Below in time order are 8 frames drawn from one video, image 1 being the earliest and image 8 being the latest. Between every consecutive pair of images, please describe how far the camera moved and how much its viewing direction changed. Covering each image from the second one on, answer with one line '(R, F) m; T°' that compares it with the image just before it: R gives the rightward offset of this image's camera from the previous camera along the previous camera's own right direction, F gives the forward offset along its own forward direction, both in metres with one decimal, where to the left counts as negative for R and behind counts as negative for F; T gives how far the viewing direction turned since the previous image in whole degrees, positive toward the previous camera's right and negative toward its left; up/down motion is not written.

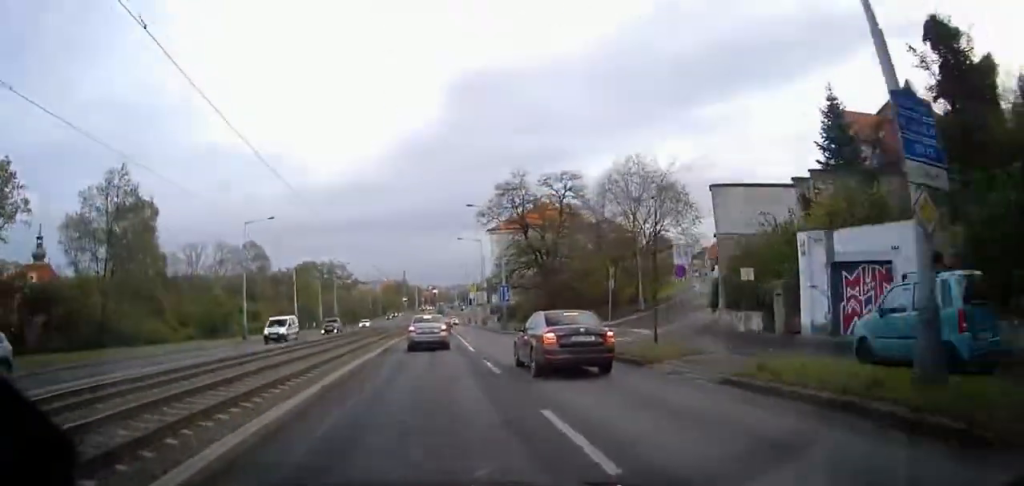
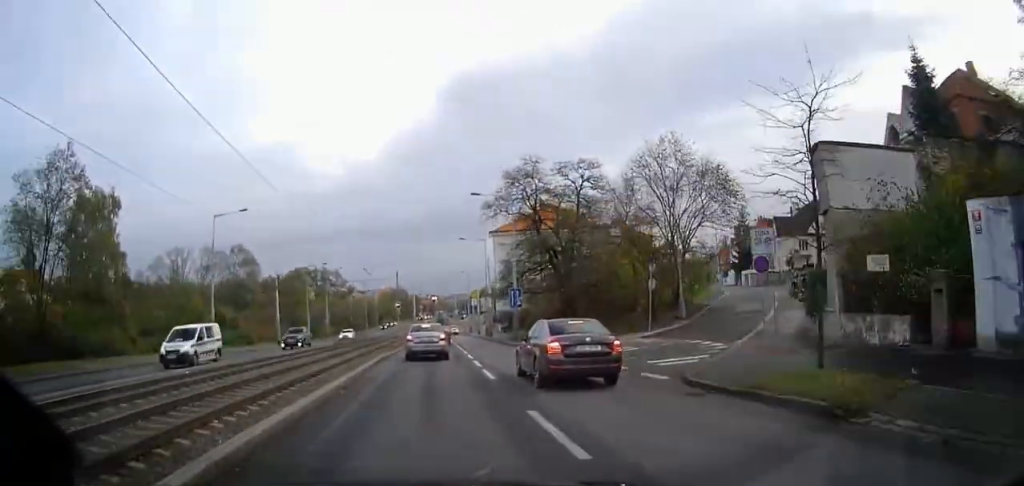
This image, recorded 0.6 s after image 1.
(0.0, +7.7) m; -1°
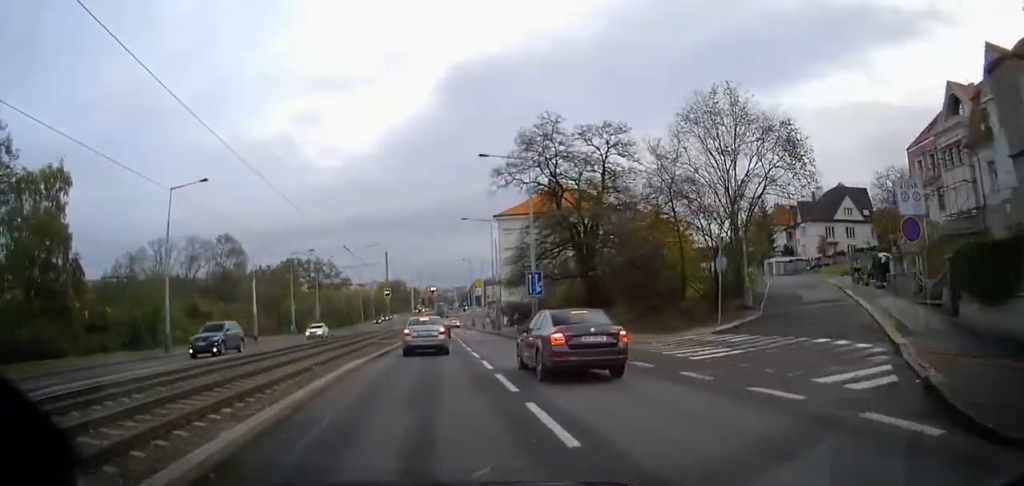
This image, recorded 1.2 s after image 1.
(0.0, +8.3) m; -1°
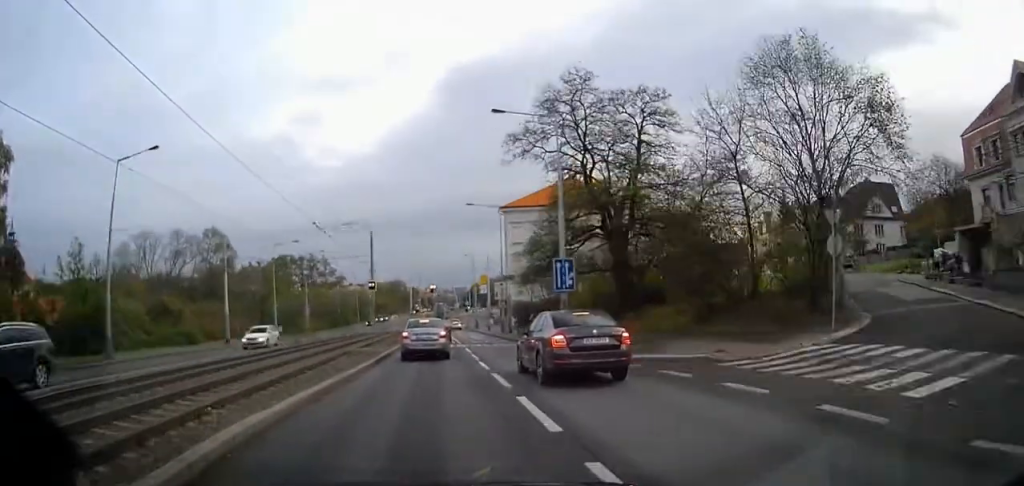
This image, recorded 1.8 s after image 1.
(-0.1, +7.3) m; -1°
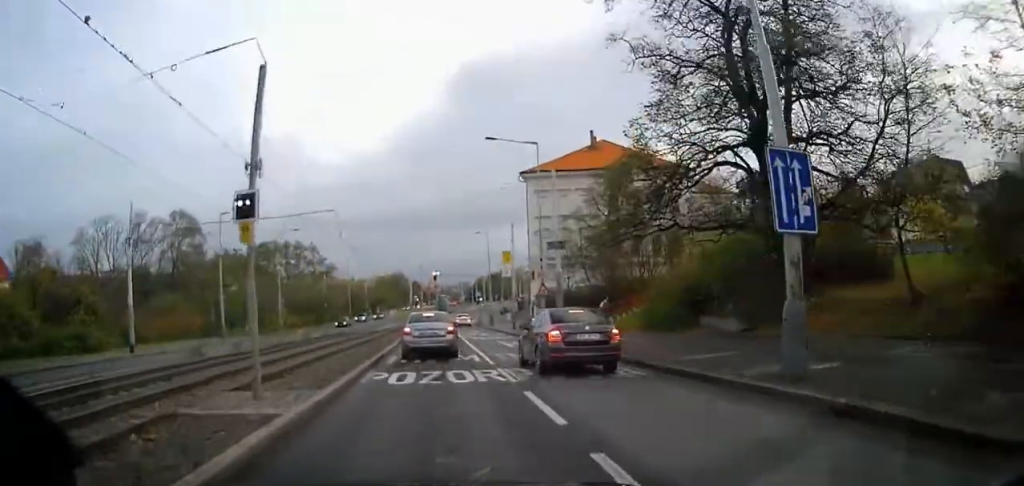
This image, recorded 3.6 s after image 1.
(-0.1, +17.4) m; 0°
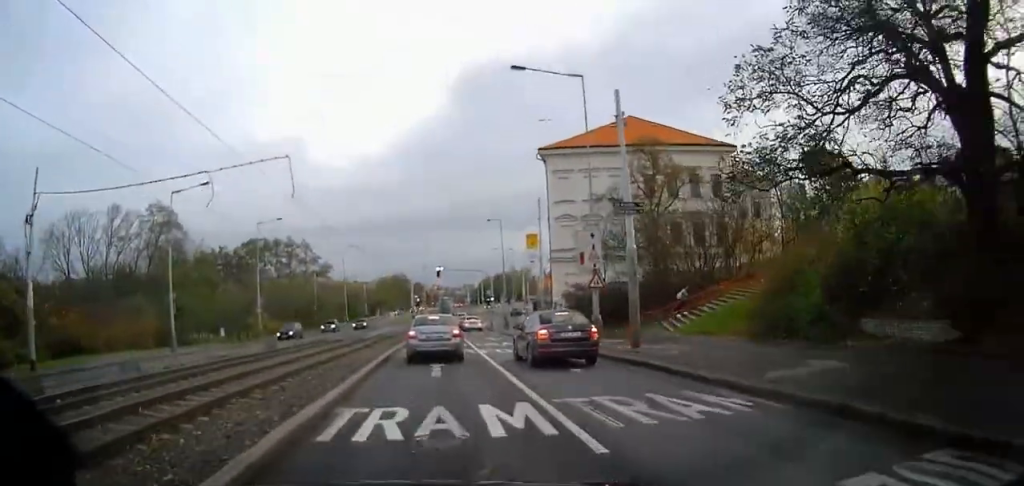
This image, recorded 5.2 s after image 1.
(0.0, +11.5) m; 0°
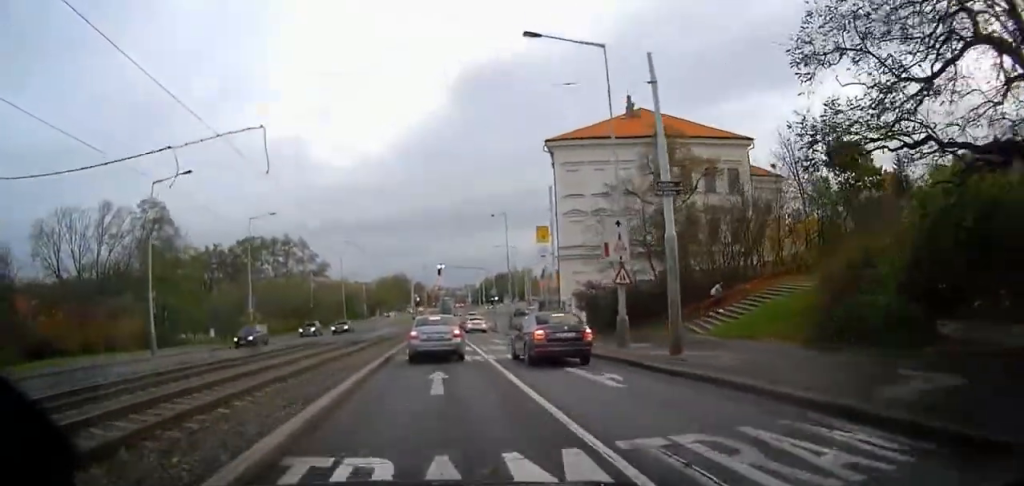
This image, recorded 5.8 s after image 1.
(0.0, +3.4) m; -1°
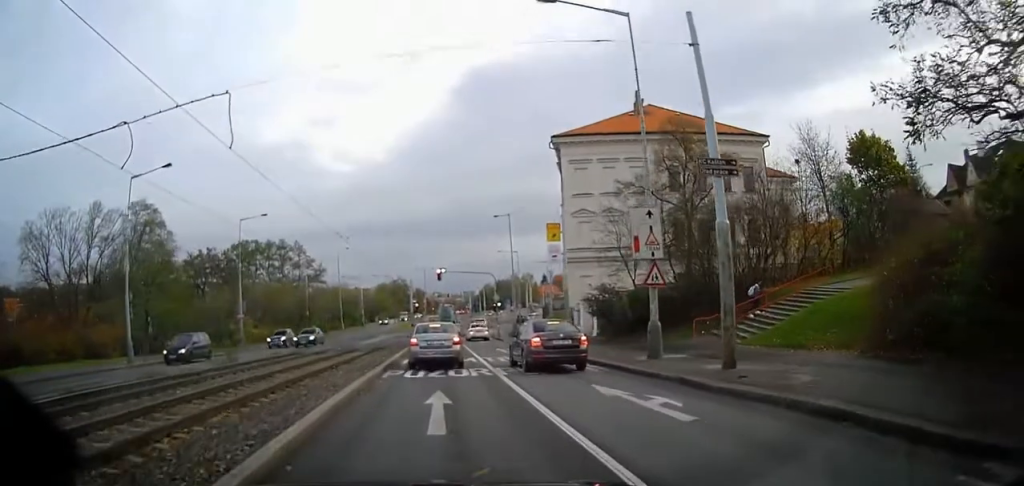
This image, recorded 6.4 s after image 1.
(0.0, +3.3) m; -1°
